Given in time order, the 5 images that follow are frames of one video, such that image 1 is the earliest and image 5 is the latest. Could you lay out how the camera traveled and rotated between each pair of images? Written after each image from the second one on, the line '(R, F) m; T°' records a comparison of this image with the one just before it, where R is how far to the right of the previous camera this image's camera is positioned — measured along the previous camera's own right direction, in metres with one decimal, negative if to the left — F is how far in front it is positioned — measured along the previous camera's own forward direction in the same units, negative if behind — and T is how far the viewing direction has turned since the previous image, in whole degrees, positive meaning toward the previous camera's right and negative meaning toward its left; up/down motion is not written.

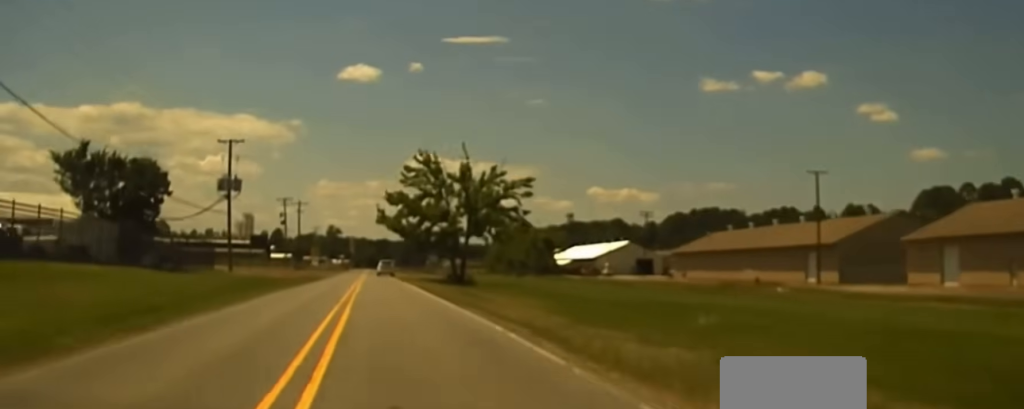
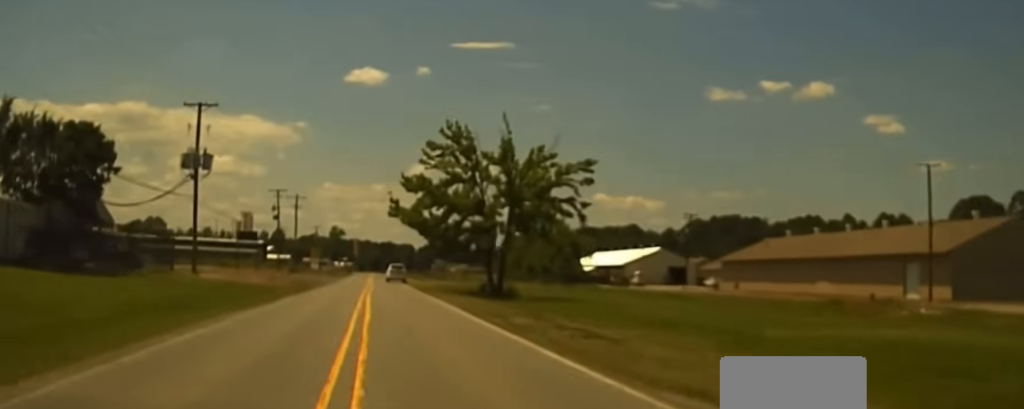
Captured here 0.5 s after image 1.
(0.0, +21.2) m; 0°
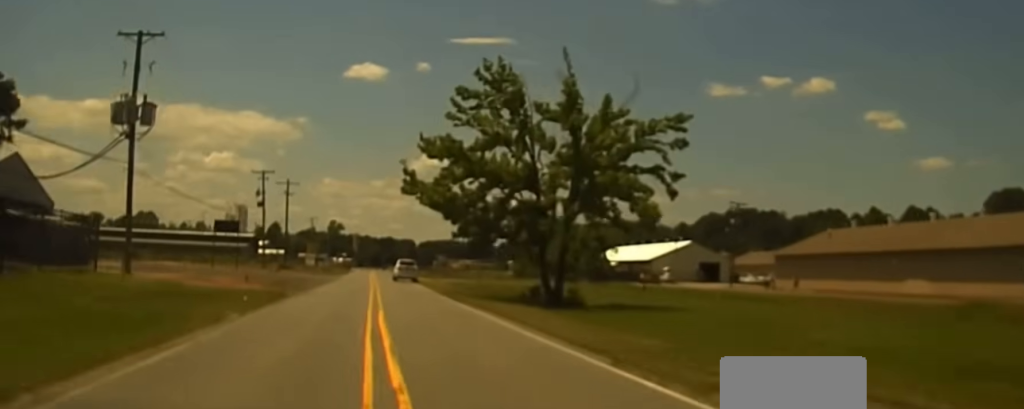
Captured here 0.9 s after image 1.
(0.0, +18.6) m; 0°
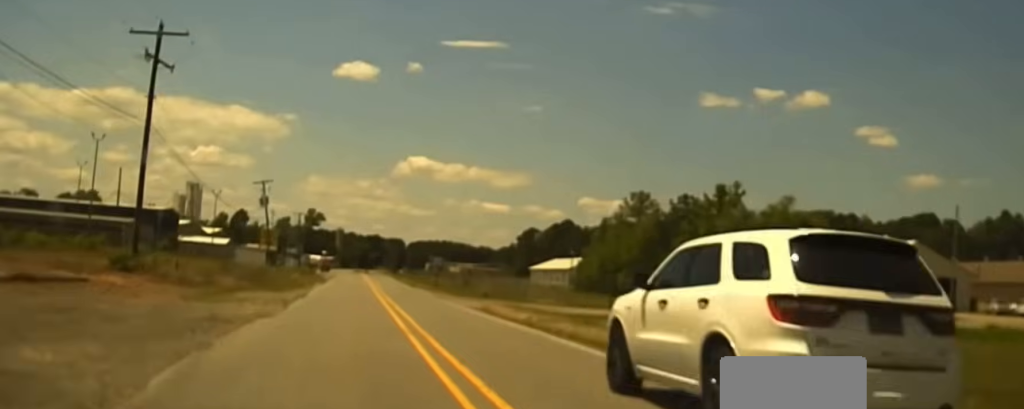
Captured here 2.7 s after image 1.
(0.0, +81.8) m; 0°
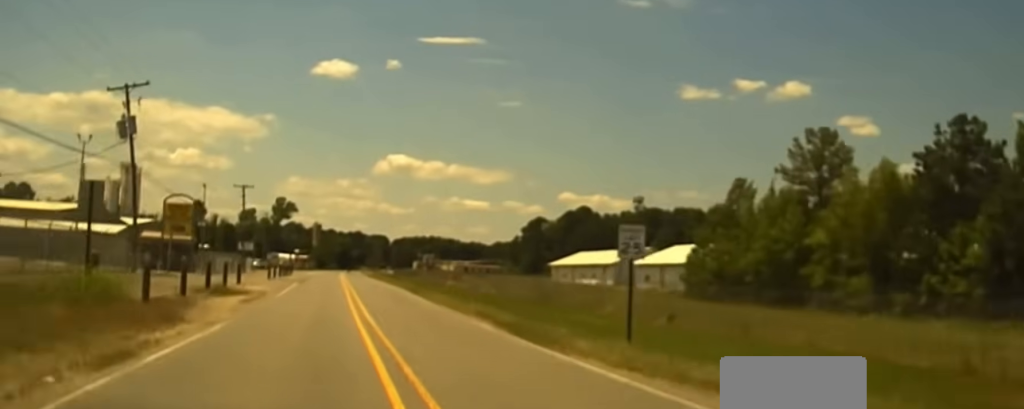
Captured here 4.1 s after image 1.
(+0.7, +60.2) m; +1°
